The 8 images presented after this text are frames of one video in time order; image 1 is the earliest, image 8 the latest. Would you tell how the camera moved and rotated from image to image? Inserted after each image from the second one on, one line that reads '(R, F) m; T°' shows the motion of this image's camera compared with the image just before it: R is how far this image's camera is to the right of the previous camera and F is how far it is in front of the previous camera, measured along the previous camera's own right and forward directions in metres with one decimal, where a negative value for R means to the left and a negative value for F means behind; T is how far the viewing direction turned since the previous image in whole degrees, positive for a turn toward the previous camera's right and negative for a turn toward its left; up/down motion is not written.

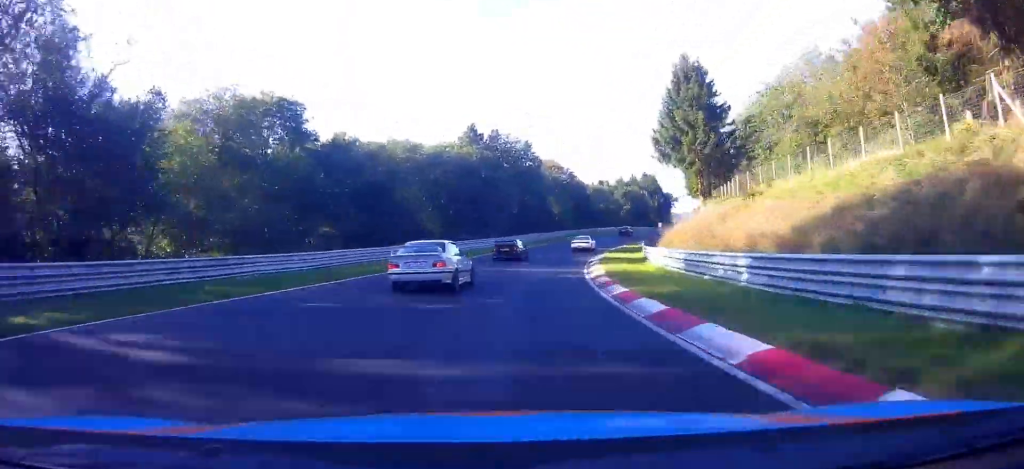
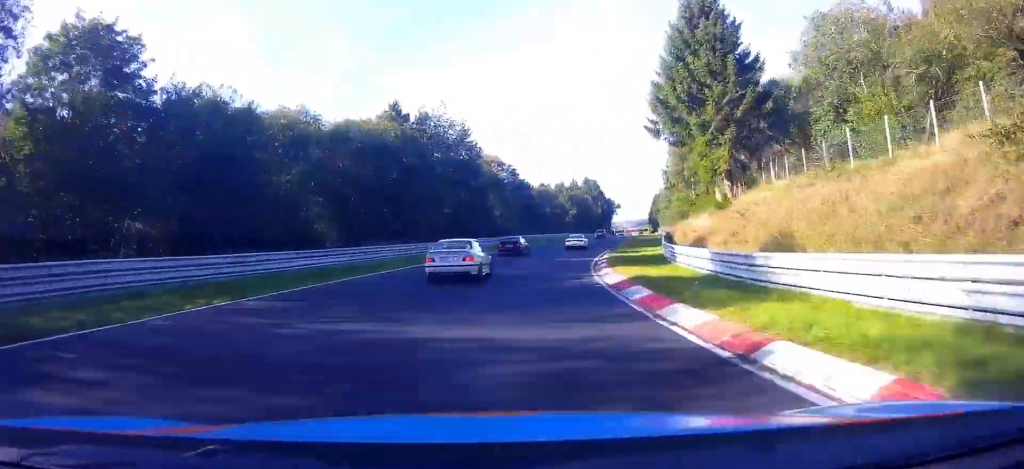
(+1.1, +17.2) m; +5°
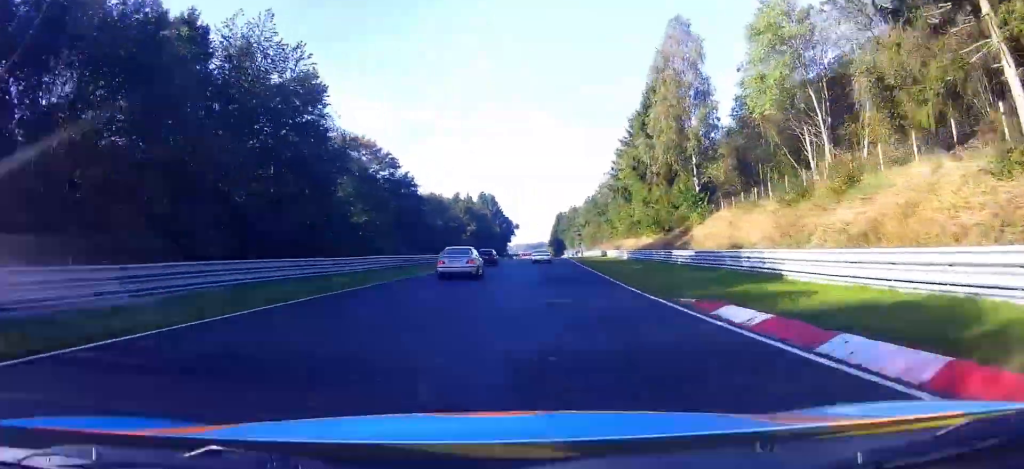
(+2.3, +30.9) m; +8°
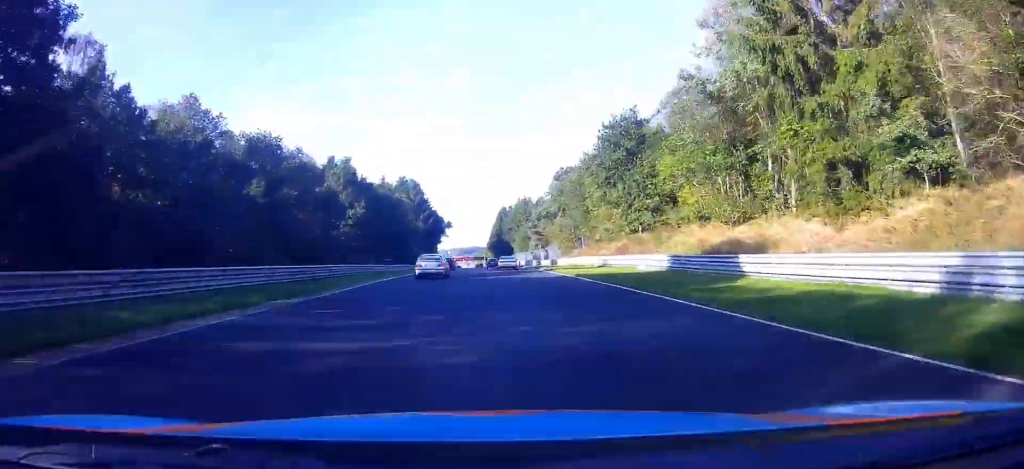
(+4.8, +51.1) m; +12°
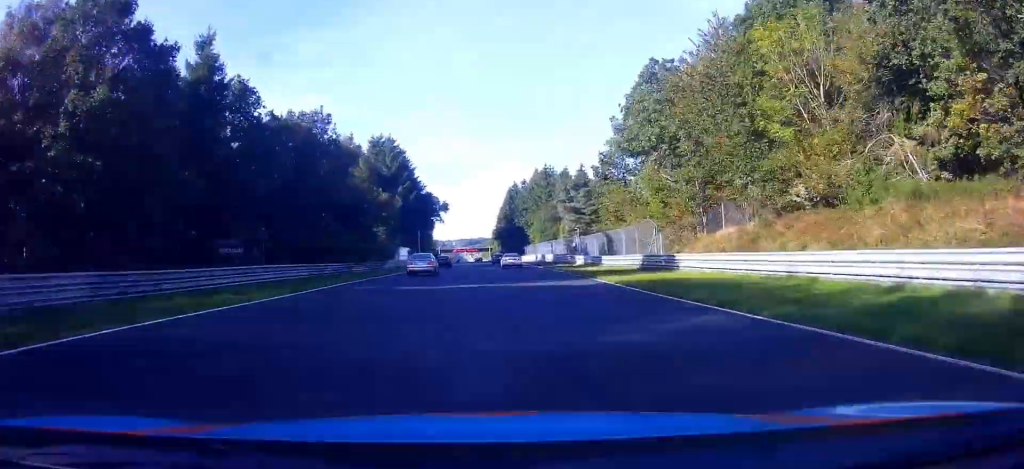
(+3.9, +40.6) m; +10°
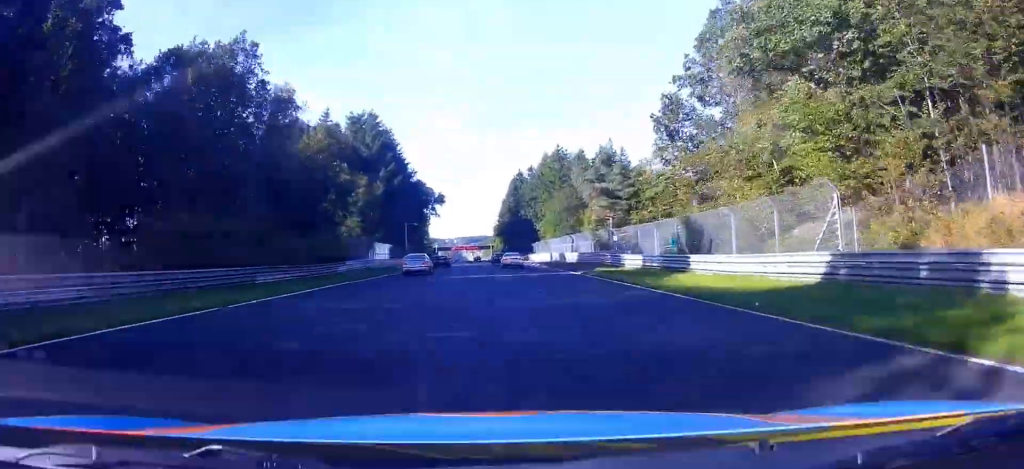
(-0.2, +17.3) m; +6°
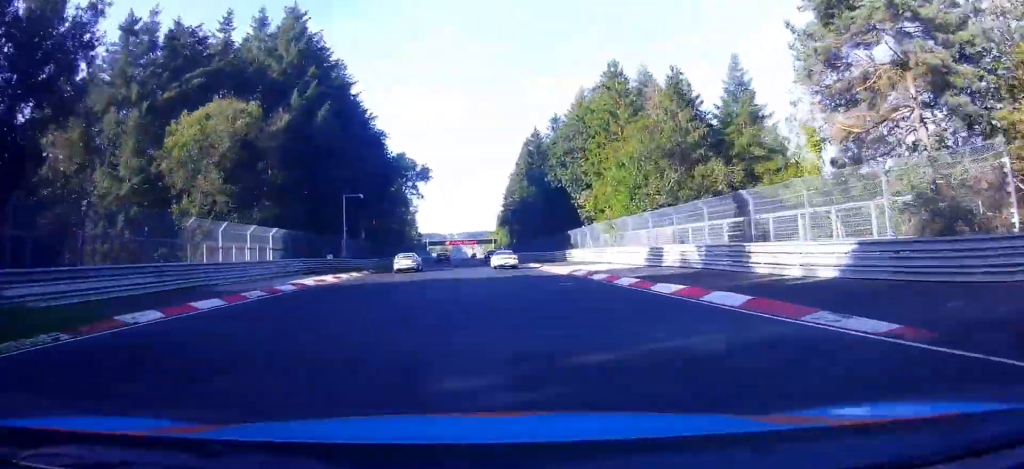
(+5.4, +41.1) m; +12°
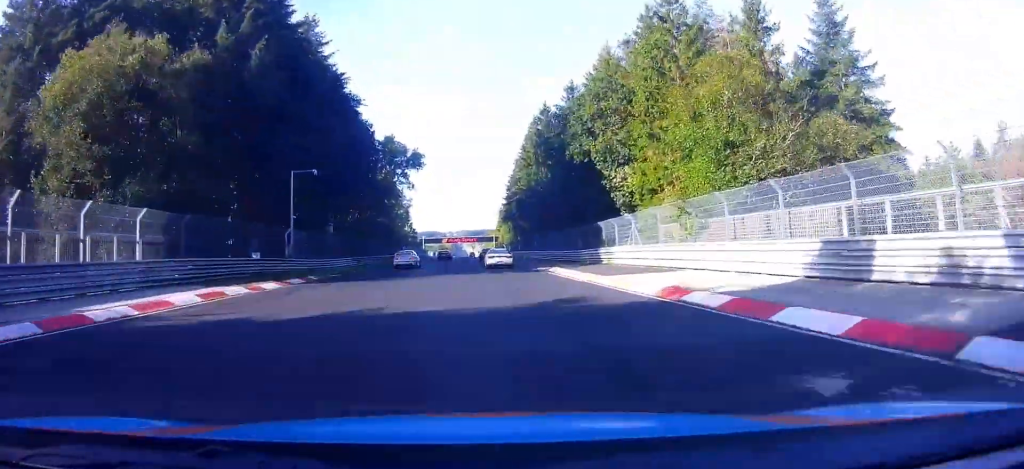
(+0.5, +17.0) m; +2°
